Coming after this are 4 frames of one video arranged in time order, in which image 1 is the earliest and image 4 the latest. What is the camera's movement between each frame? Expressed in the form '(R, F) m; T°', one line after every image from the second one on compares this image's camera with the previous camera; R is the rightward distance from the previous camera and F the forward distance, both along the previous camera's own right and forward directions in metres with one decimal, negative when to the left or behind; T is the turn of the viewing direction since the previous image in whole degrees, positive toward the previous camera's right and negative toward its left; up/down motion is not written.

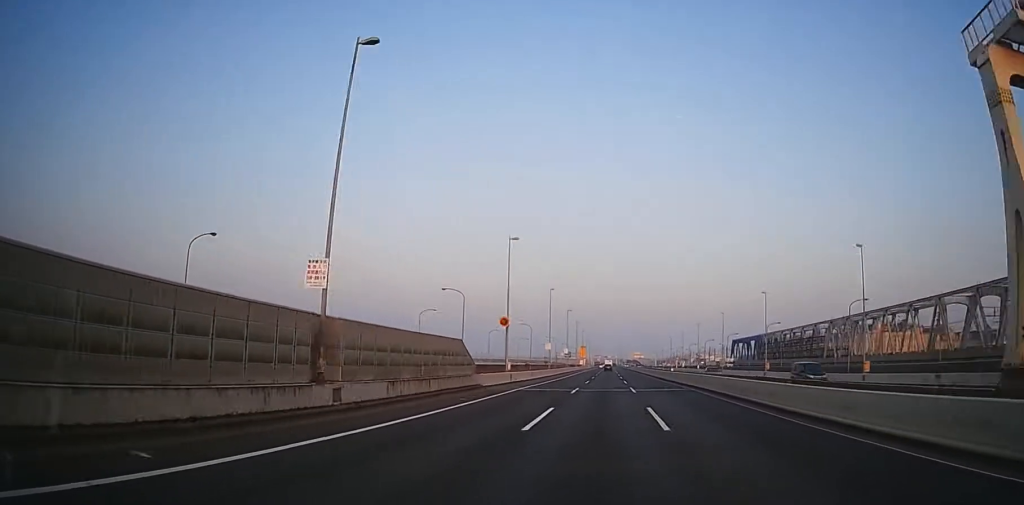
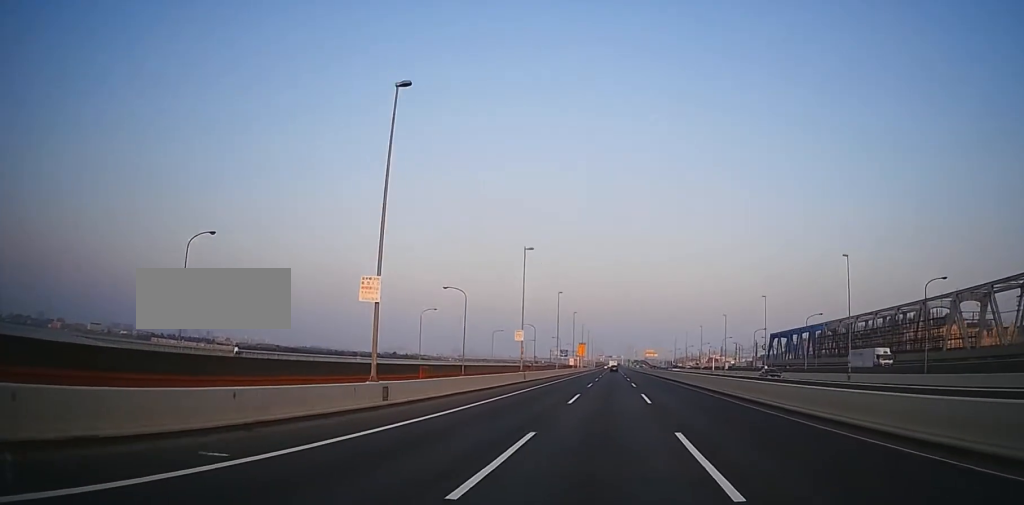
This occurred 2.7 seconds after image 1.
(+1.2, +68.2) m; 0°
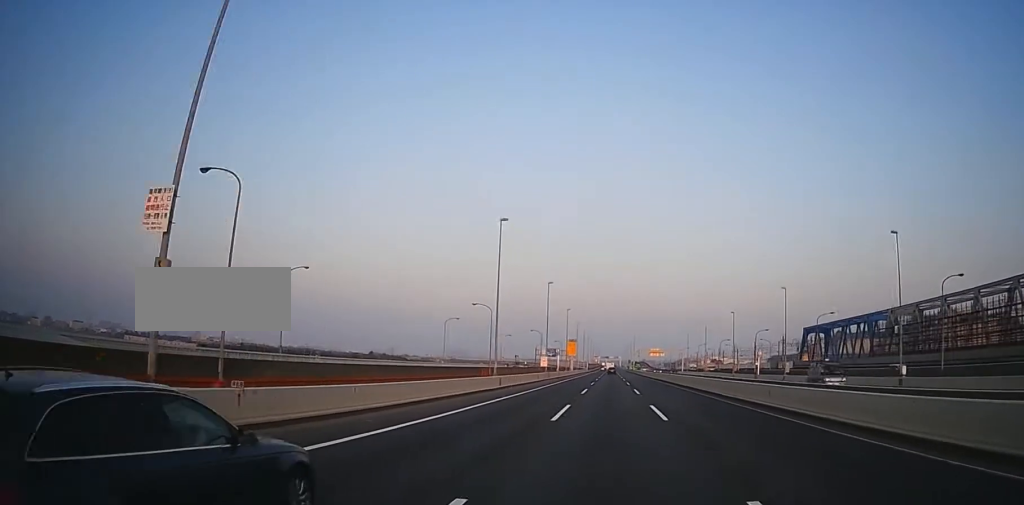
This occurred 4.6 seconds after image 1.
(-1.9, +48.3) m; -2°
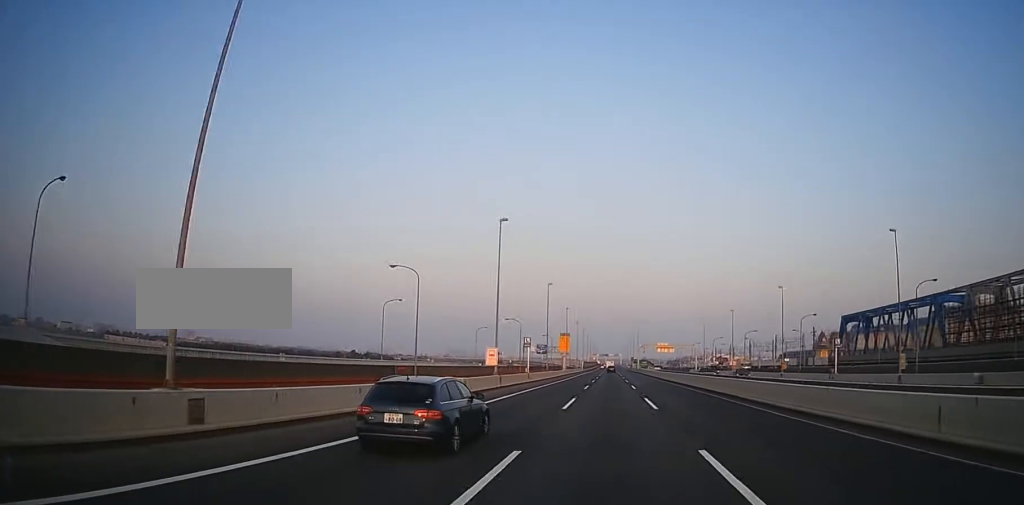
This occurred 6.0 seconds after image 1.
(+1.9, +35.9) m; +1°
